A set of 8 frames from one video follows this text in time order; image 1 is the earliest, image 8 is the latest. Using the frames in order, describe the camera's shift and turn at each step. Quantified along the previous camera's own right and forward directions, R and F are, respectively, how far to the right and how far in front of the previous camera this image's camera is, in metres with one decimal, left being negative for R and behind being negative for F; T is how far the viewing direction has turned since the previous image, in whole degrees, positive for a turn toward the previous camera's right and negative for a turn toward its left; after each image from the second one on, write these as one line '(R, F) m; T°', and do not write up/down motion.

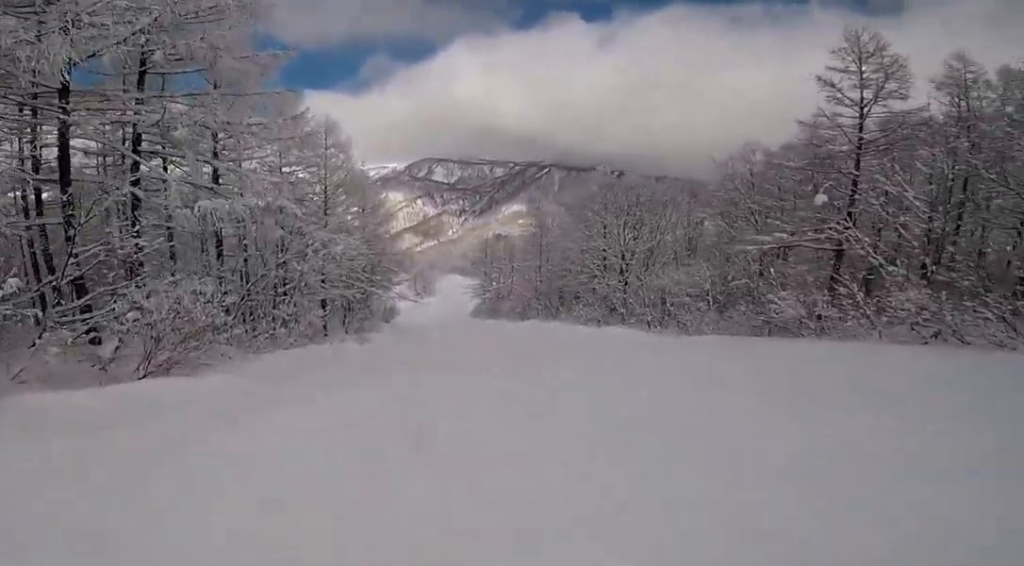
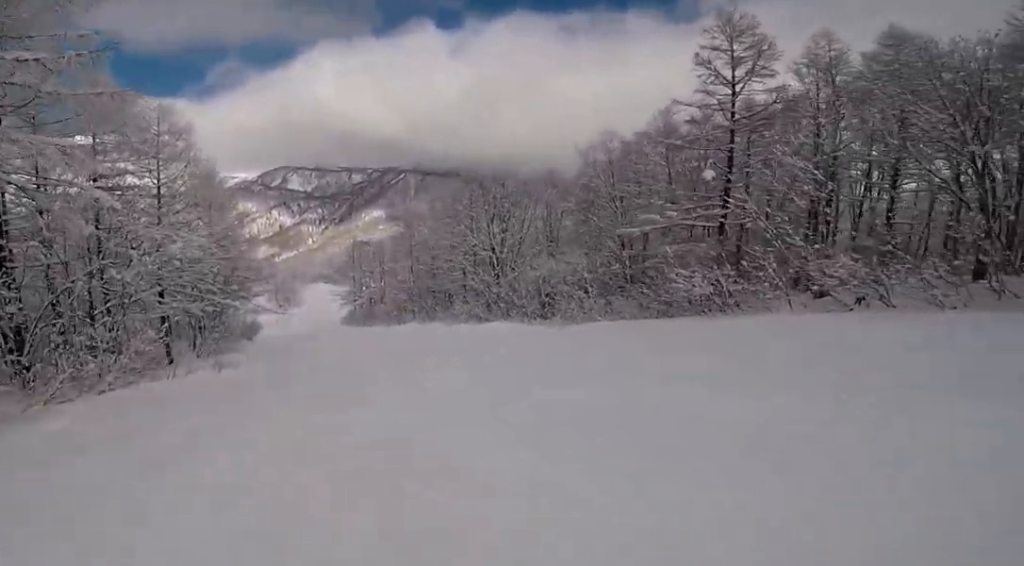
(0.0, +3.7) m; +7°
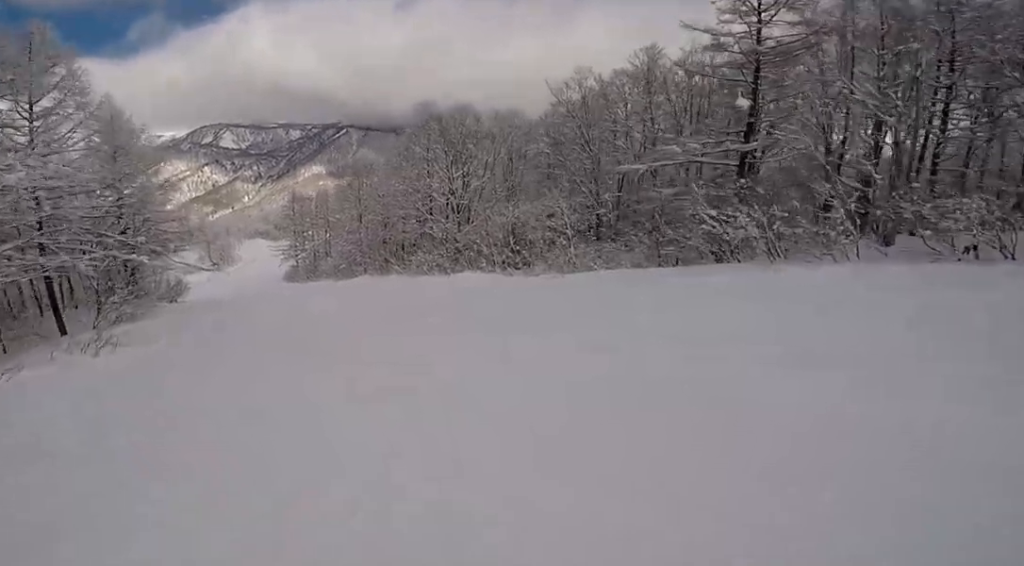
(-0.3, +4.0) m; +12°
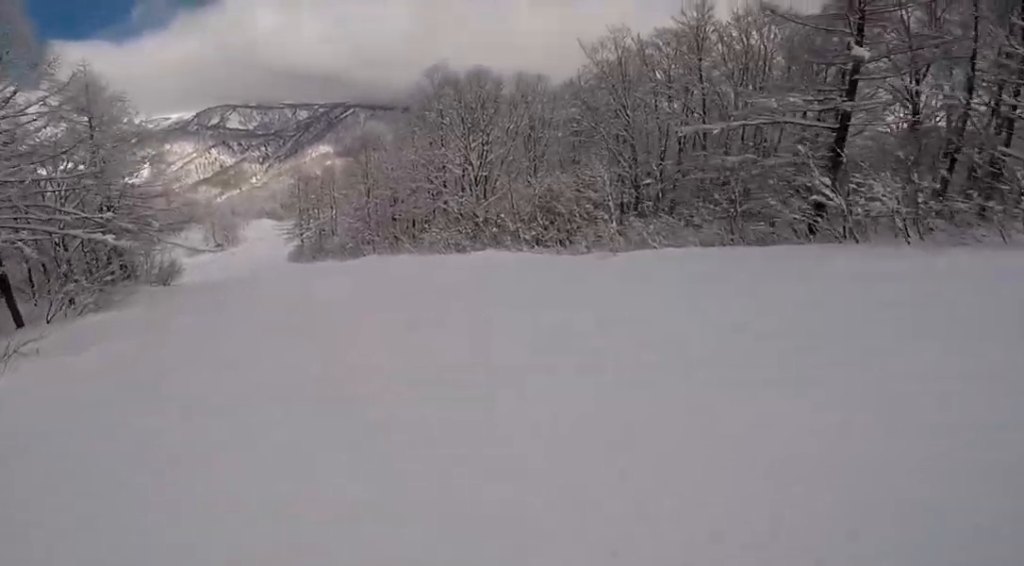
(+0.9, +3.1) m; +8°
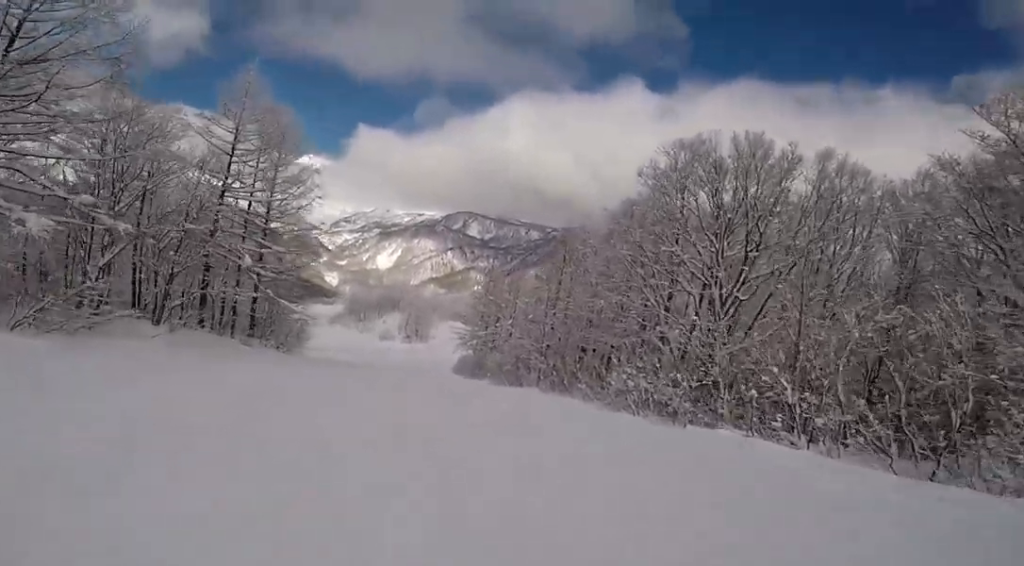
(+1.2, +11.7) m; -3°
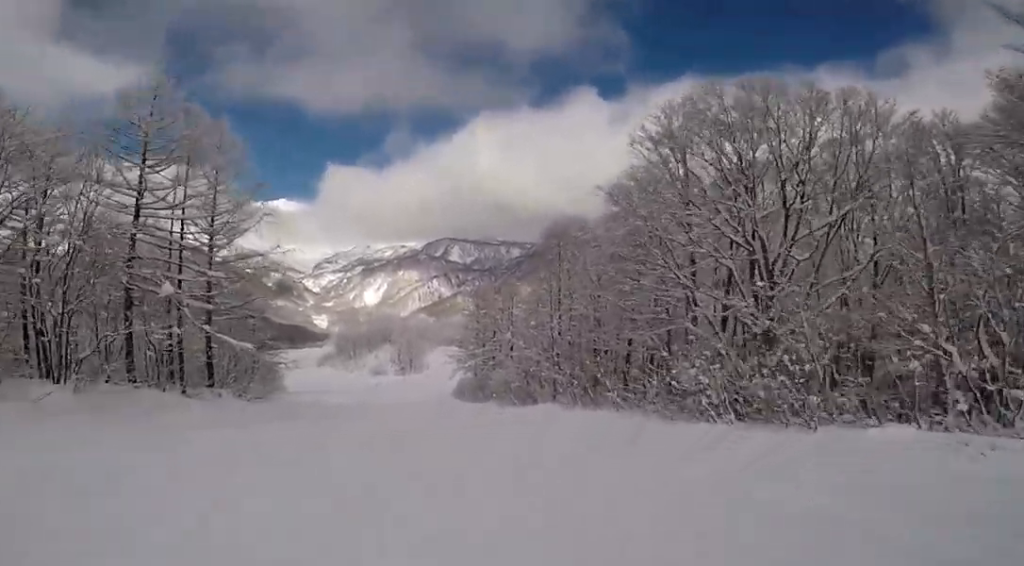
(-0.5, +5.3) m; -9°
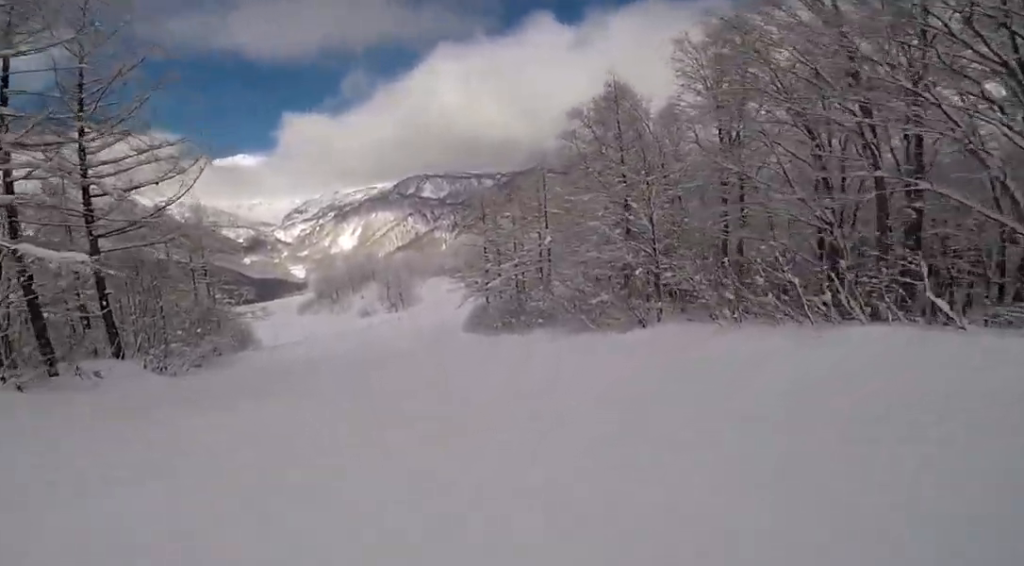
(-1.2, +11.2) m; -7°
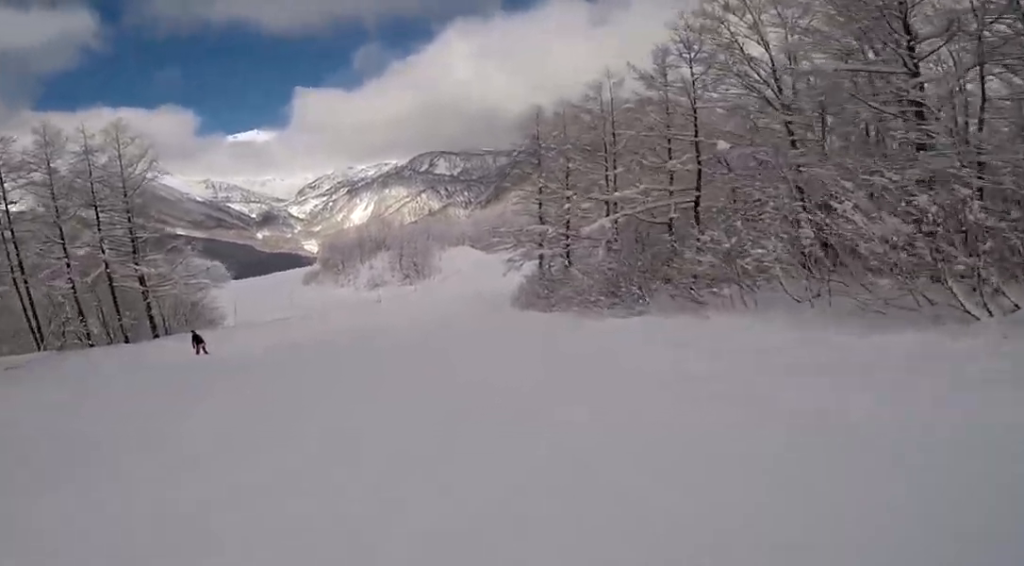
(+0.1, +14.6) m; +4°
